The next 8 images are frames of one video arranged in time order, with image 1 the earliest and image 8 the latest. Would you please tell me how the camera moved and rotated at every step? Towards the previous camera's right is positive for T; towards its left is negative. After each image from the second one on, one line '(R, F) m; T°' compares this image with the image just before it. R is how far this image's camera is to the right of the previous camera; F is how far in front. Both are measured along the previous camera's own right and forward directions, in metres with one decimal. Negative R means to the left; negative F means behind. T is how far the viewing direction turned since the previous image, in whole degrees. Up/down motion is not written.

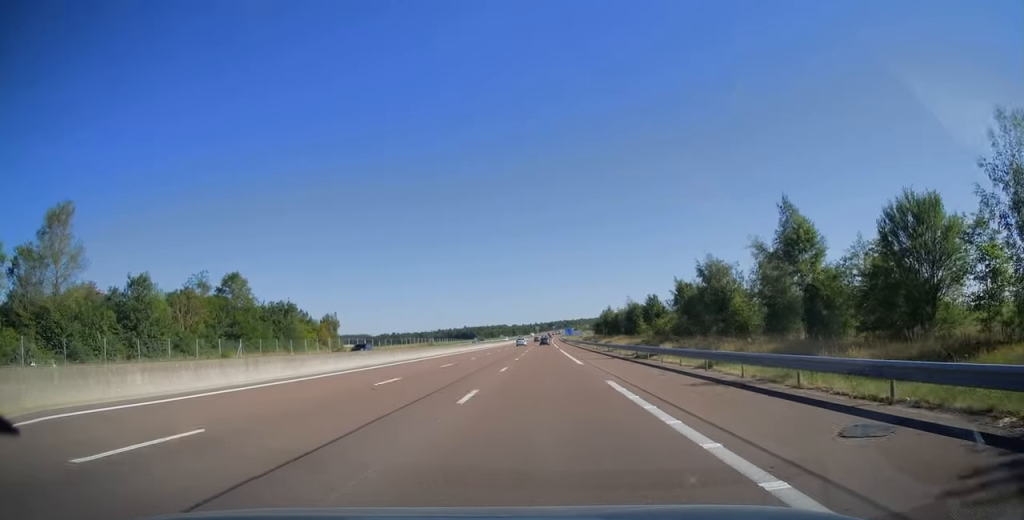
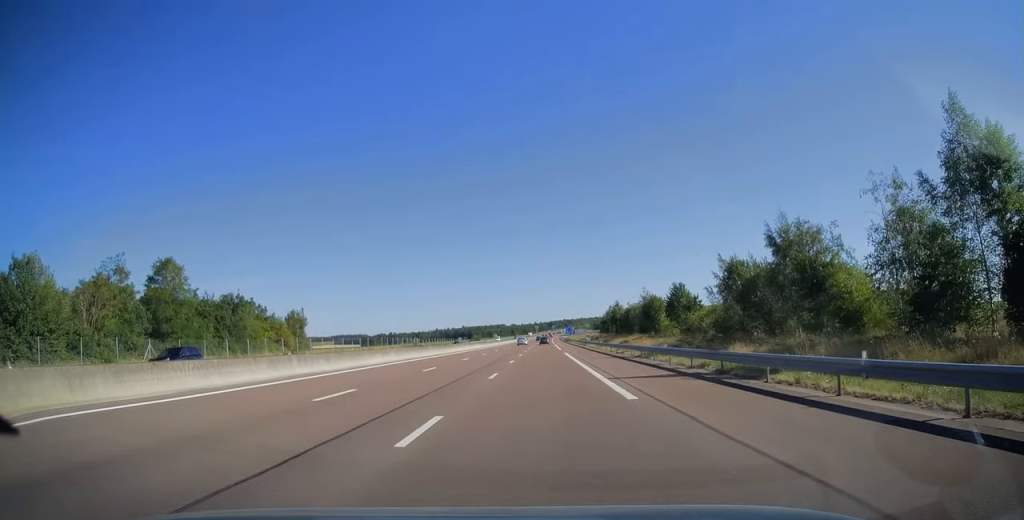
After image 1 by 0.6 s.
(0.0, +18.2) m; 0°
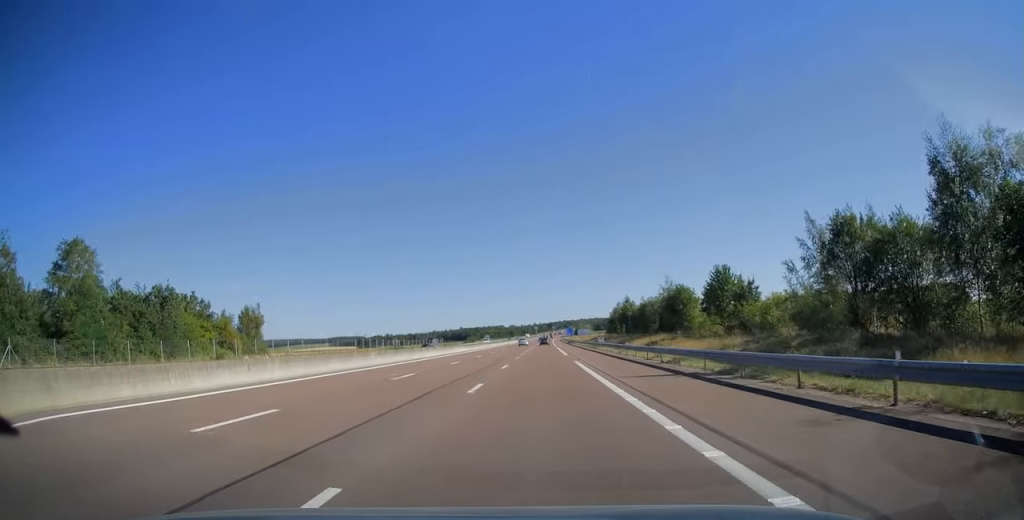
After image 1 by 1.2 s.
(0.0, +18.2) m; 0°
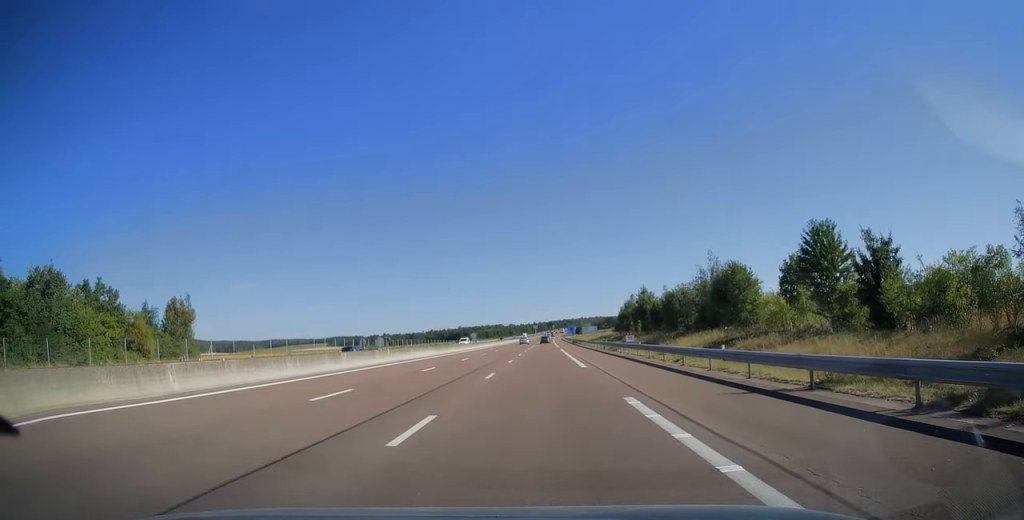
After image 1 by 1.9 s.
(0.0, +20.7) m; 0°
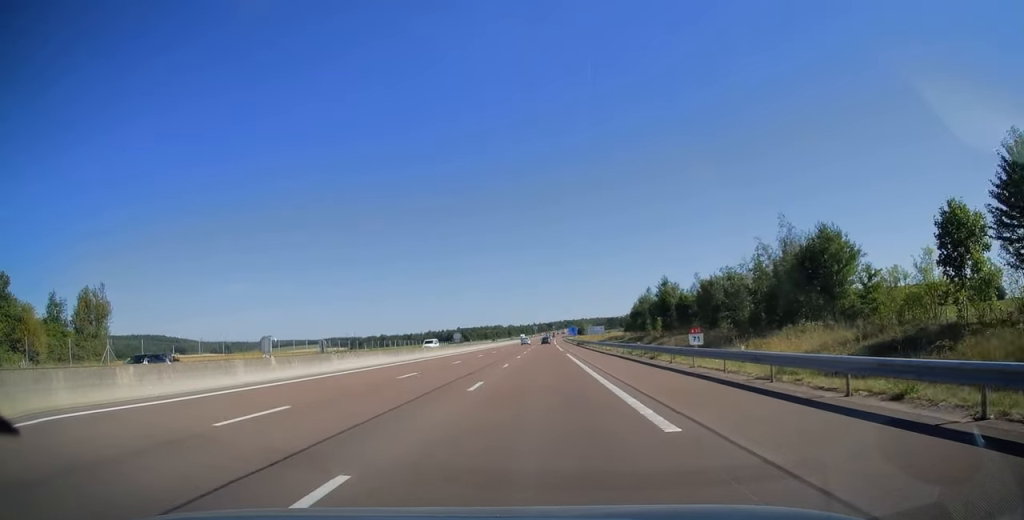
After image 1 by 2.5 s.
(0.0, +17.7) m; 0°
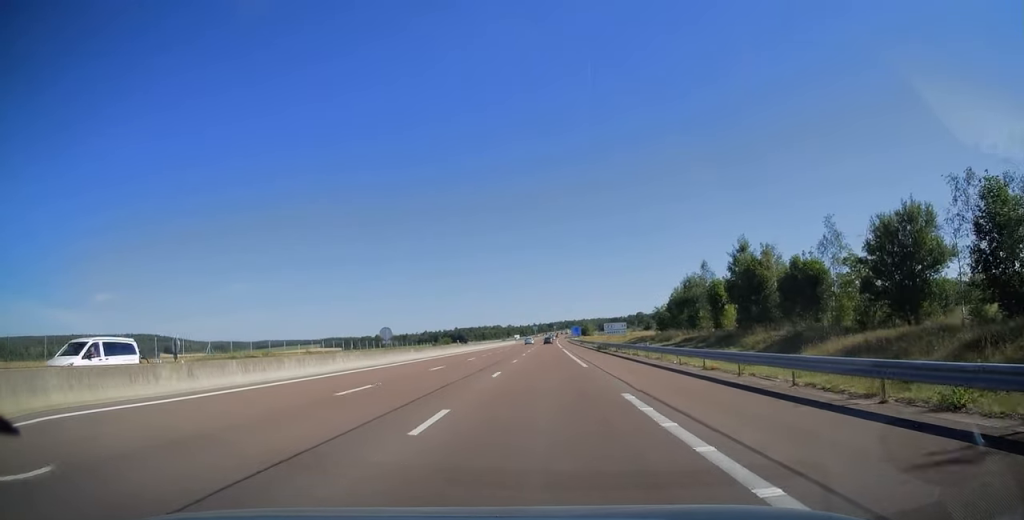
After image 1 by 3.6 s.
(-0.1, +33.3) m; 0°
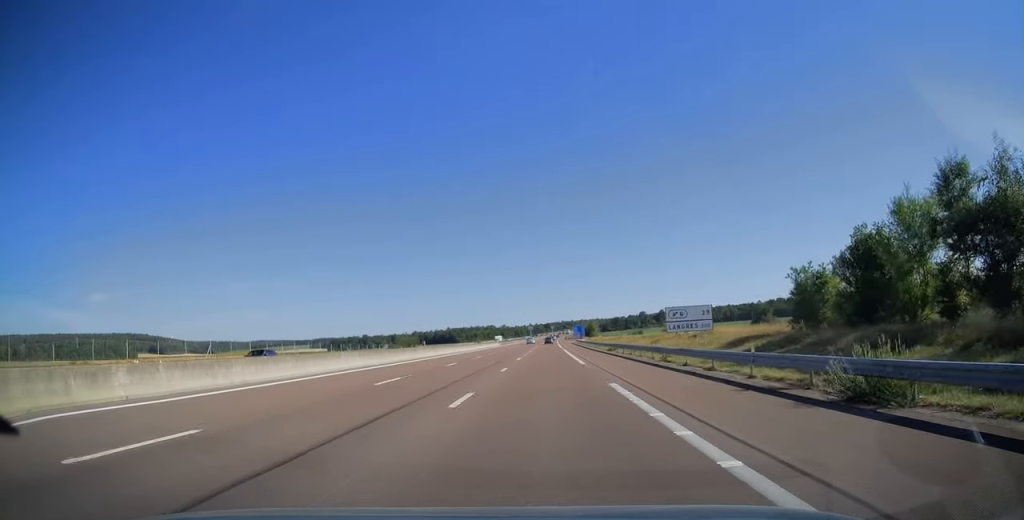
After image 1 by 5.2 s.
(+0.1, +48.9) m; 0°
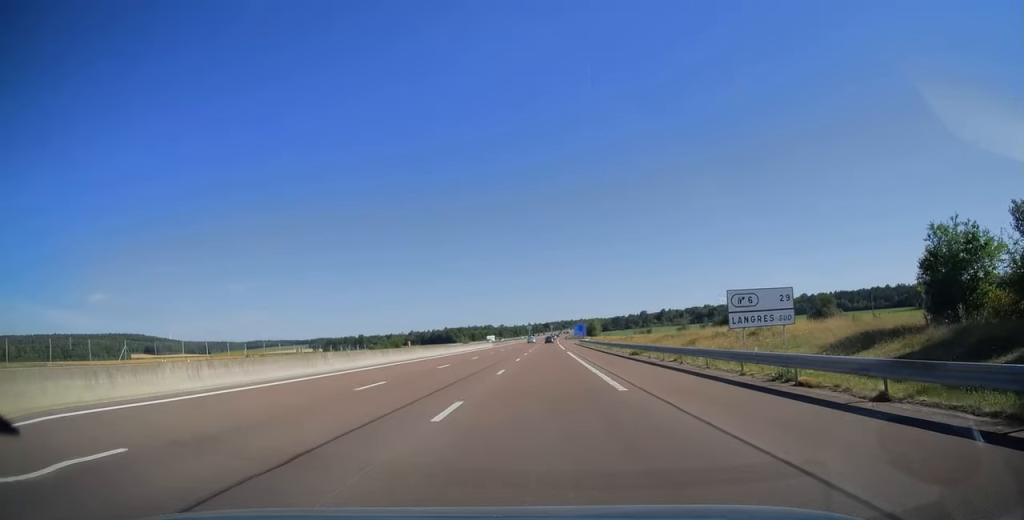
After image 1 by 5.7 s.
(0.0, +15.1) m; 0°
